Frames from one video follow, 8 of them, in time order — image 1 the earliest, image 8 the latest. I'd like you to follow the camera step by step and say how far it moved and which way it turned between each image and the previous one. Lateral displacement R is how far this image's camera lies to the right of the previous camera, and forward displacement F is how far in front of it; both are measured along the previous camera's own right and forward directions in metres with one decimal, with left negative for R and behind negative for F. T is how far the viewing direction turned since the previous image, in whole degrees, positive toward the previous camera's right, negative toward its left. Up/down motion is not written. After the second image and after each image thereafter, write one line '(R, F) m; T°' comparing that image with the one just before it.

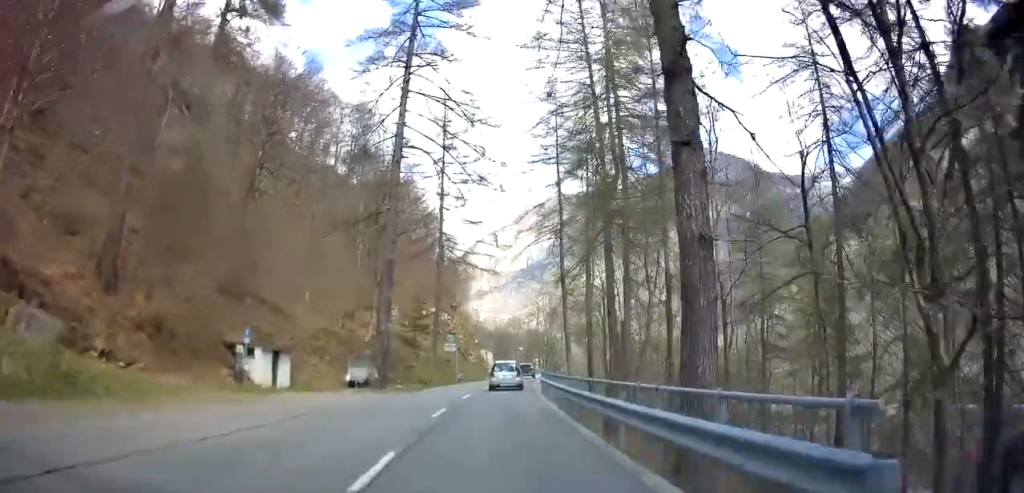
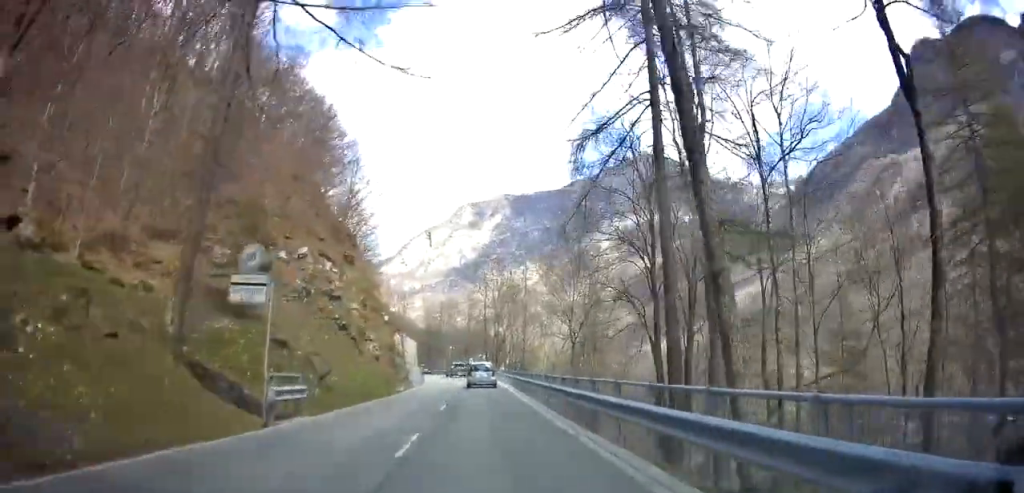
(+3.8, +31.6) m; +10°
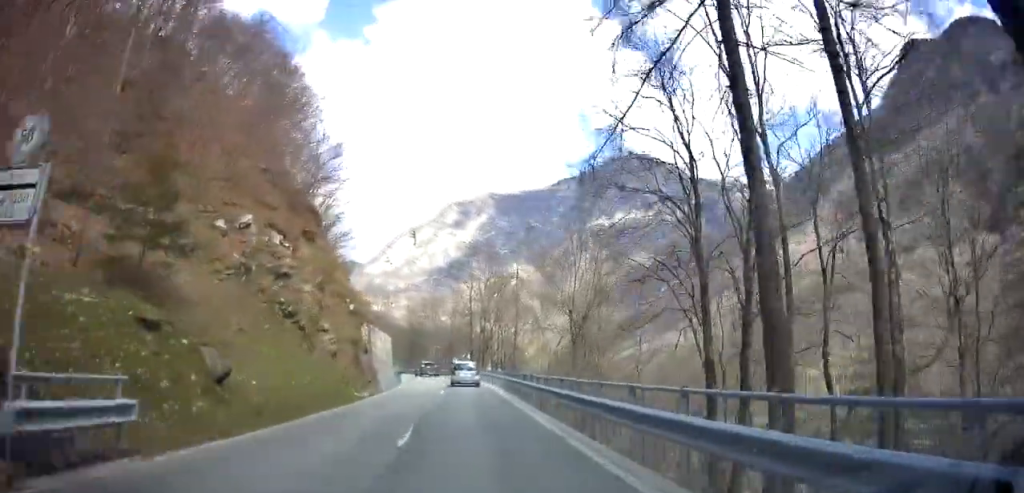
(+0.1, +8.2) m; 0°
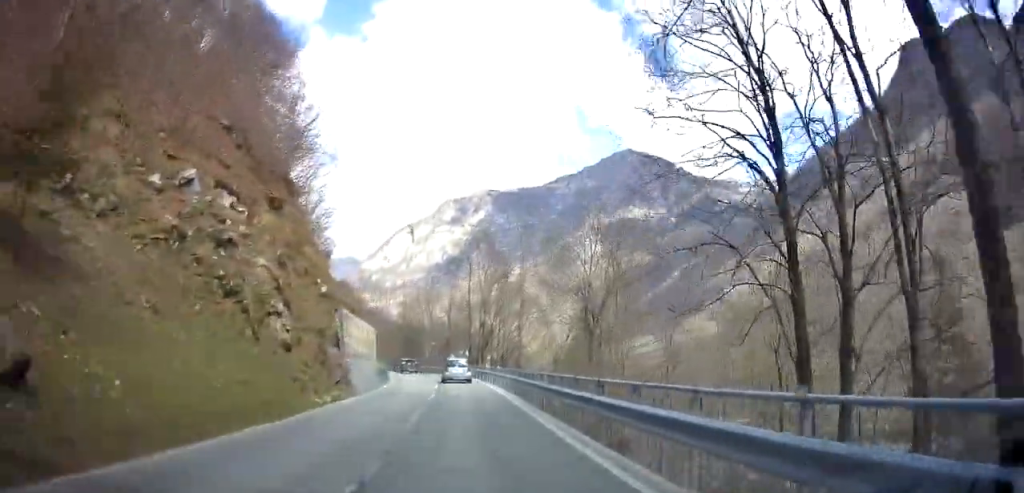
(+0.2, +6.6) m; 0°
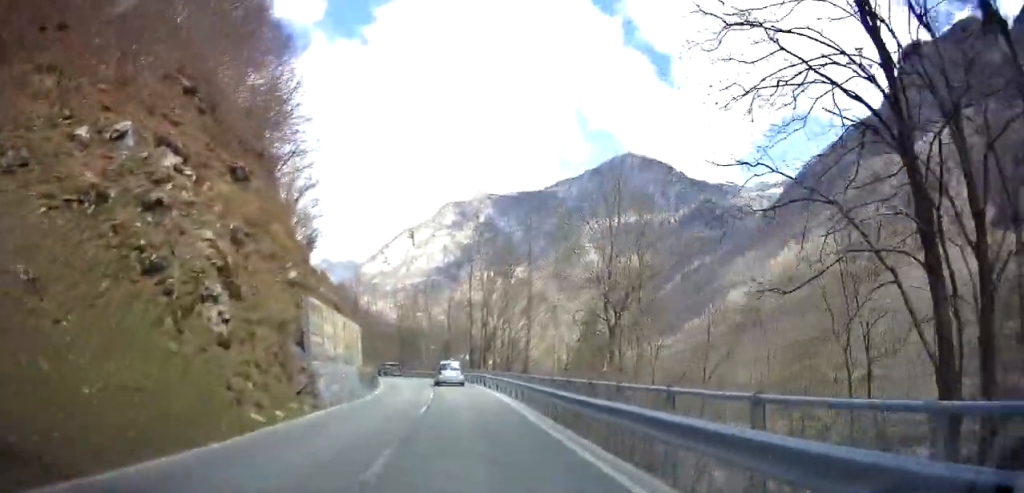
(-0.1, +6.1) m; 0°
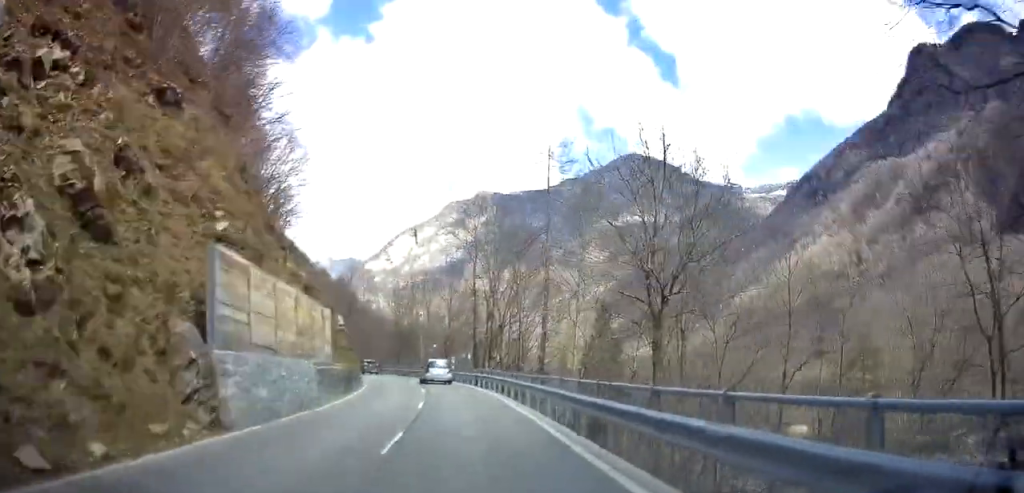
(-0.3, +7.6) m; 0°
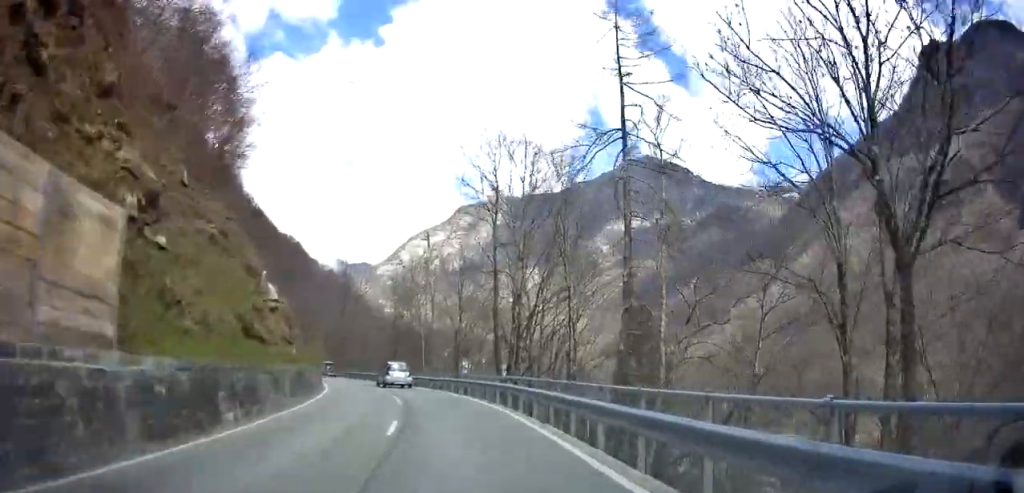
(+0.6, +15.7) m; -2°
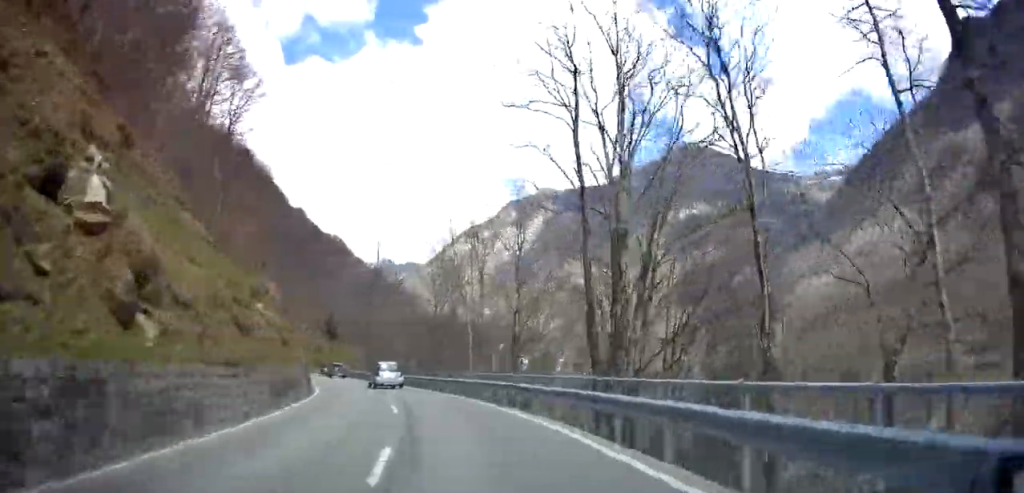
(-0.9, +14.1) m; -6°
